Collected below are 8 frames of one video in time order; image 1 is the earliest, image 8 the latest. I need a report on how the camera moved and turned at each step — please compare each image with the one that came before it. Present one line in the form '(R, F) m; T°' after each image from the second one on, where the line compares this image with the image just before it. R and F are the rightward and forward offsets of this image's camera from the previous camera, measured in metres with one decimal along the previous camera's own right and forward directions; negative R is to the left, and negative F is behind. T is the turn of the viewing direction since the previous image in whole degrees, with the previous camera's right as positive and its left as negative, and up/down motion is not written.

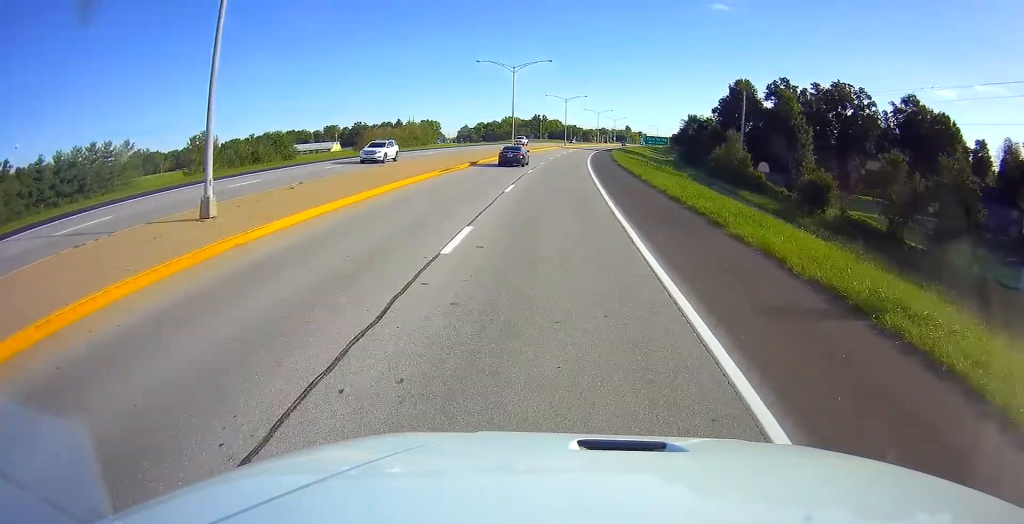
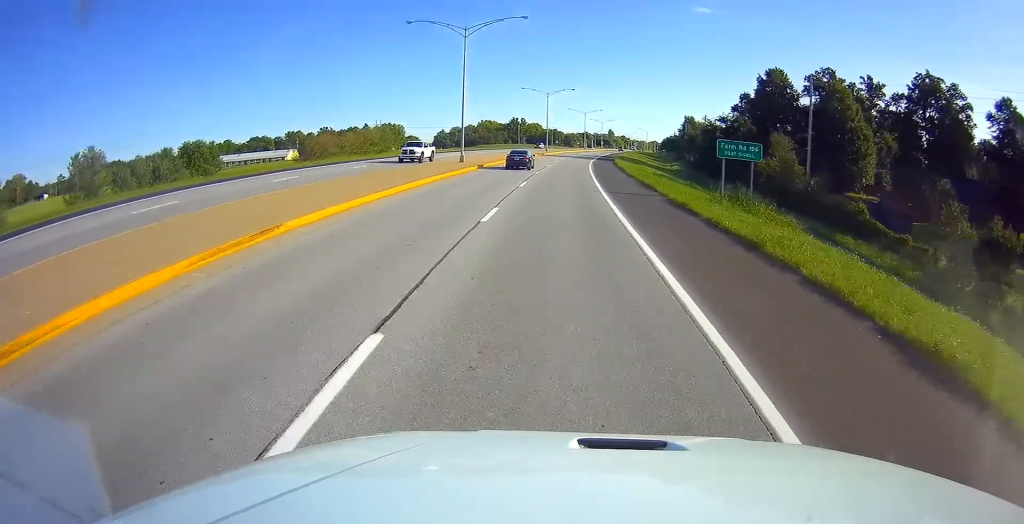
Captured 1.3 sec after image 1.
(+0.4, +31.7) m; +3°
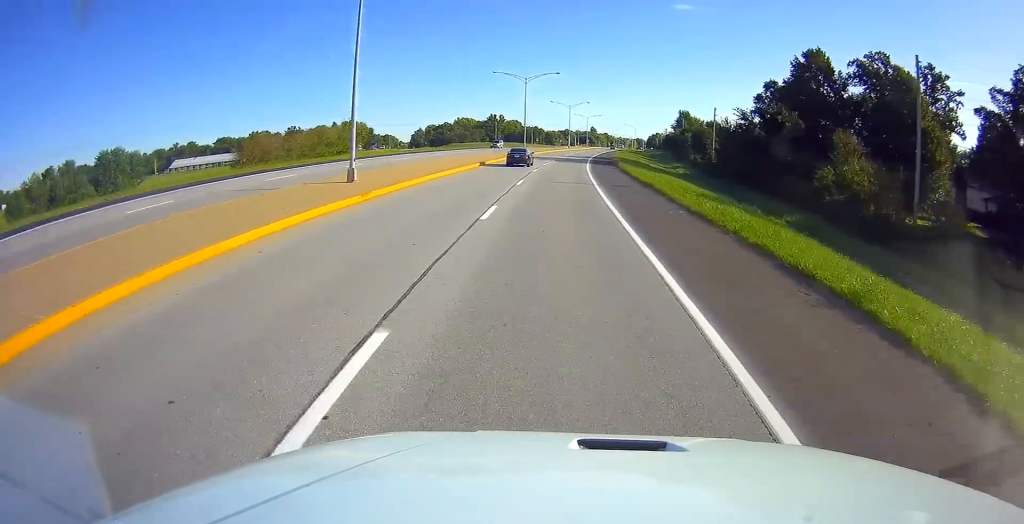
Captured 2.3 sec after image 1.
(+0.7, +24.2) m; +2°
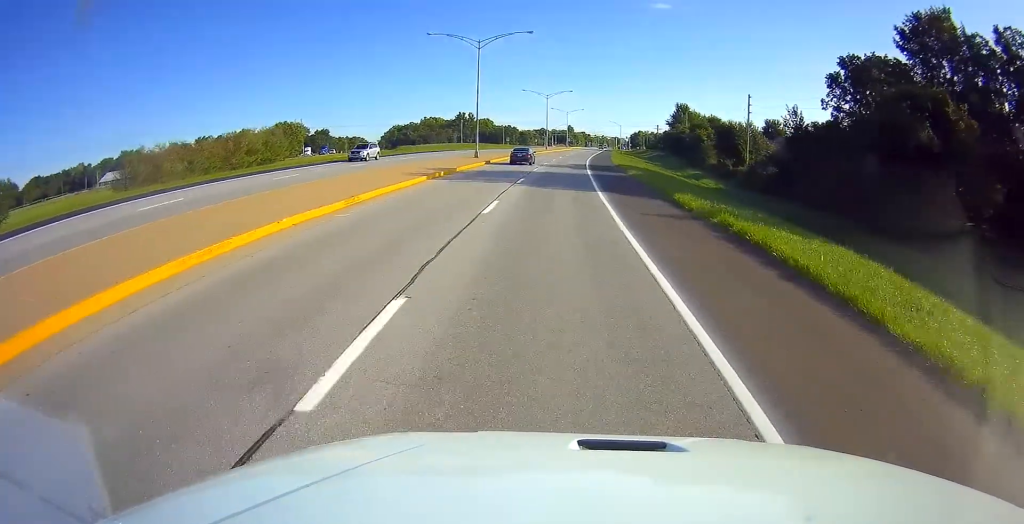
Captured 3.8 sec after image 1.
(0.0, +35.1) m; +1°
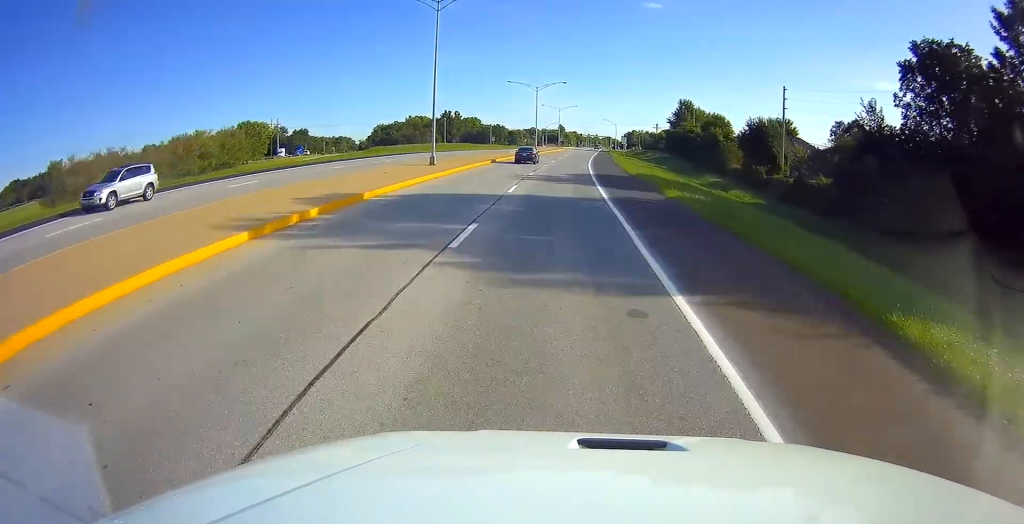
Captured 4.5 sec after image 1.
(+0.2, +17.5) m; +2°
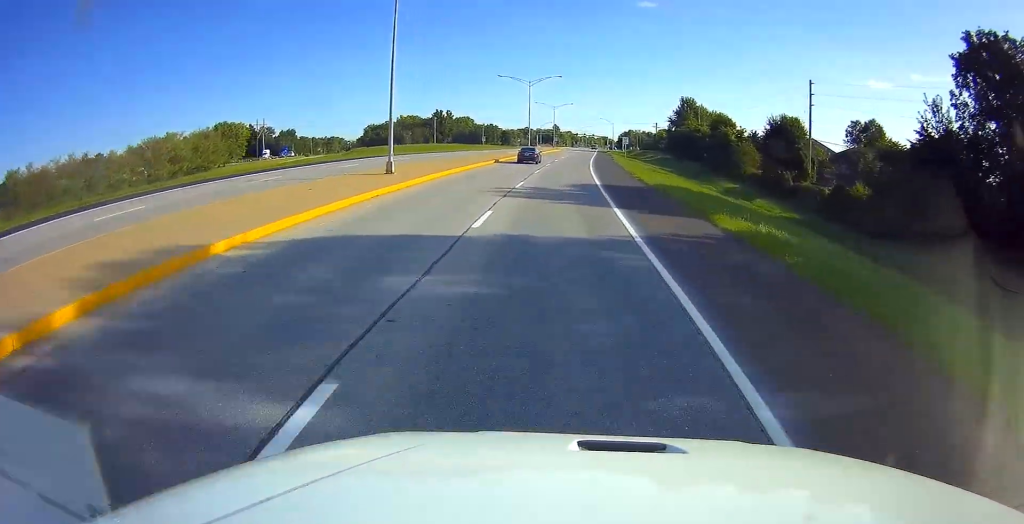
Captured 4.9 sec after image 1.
(+0.1, +9.5) m; +1°
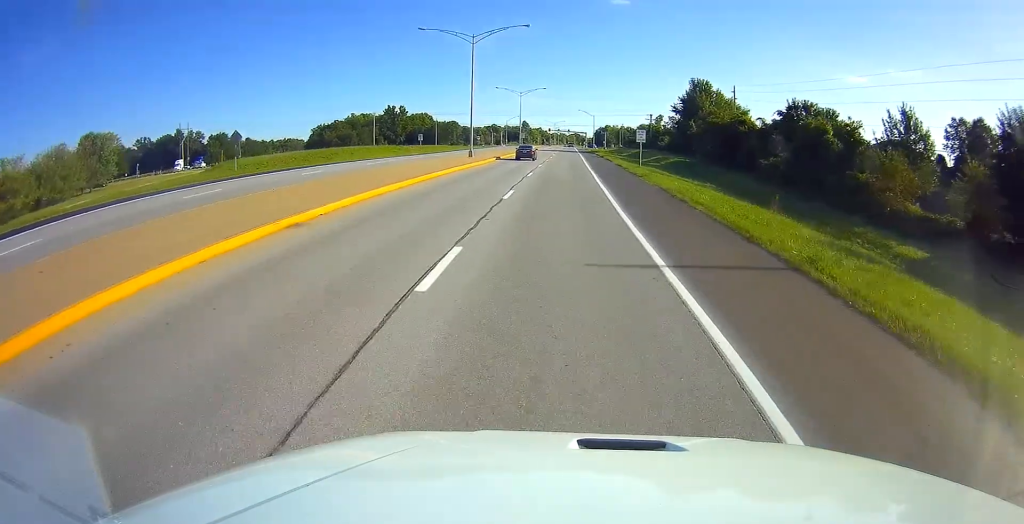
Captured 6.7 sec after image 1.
(+1.6, +42.2) m; +2°
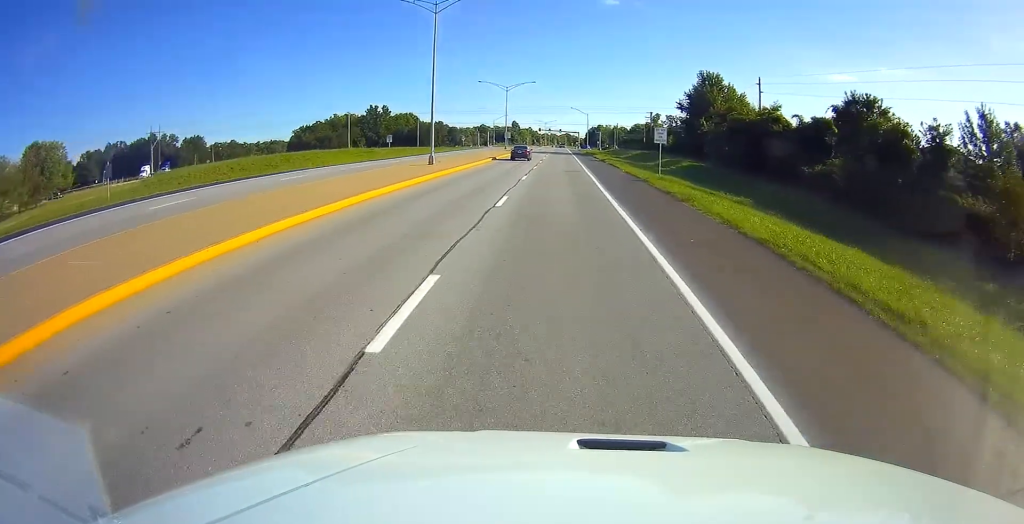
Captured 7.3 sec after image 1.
(0.0, +14.5) m; 0°
